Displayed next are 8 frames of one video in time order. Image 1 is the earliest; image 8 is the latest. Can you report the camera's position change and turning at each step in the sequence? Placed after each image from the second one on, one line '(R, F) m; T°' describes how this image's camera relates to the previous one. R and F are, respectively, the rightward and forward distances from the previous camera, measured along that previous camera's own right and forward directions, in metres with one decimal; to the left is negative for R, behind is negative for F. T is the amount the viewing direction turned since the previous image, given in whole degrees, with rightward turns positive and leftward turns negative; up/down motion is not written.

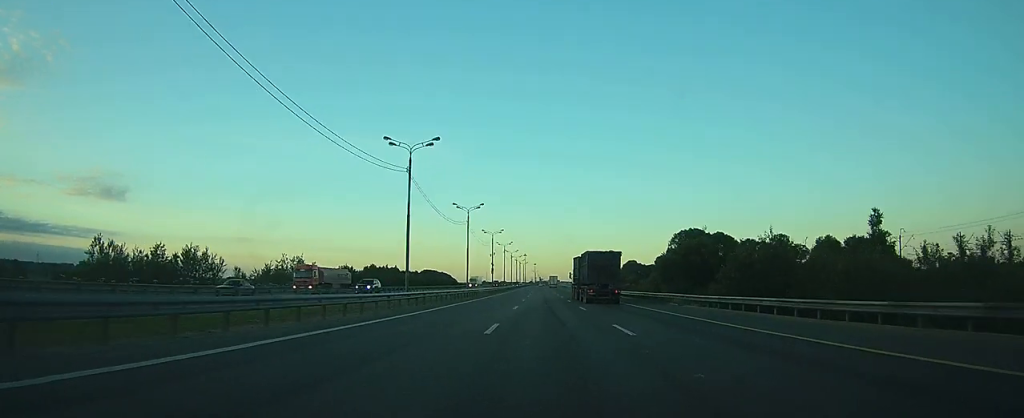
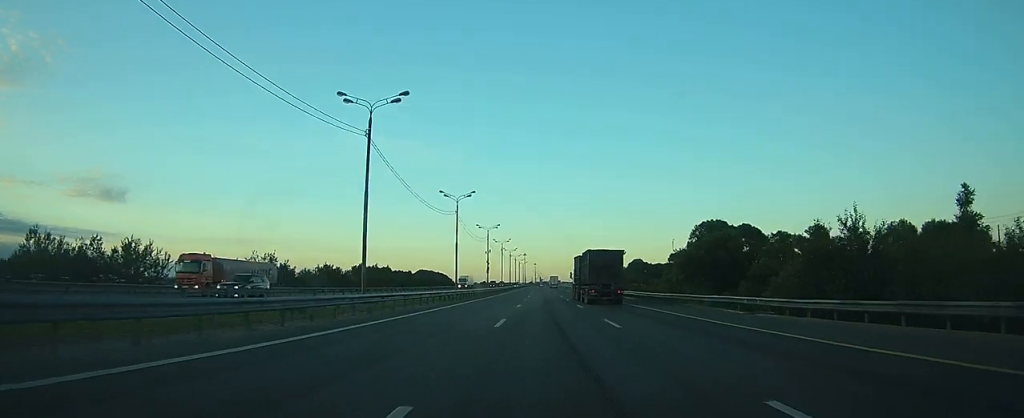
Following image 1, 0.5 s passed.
(0.0, +13.0) m; 0°
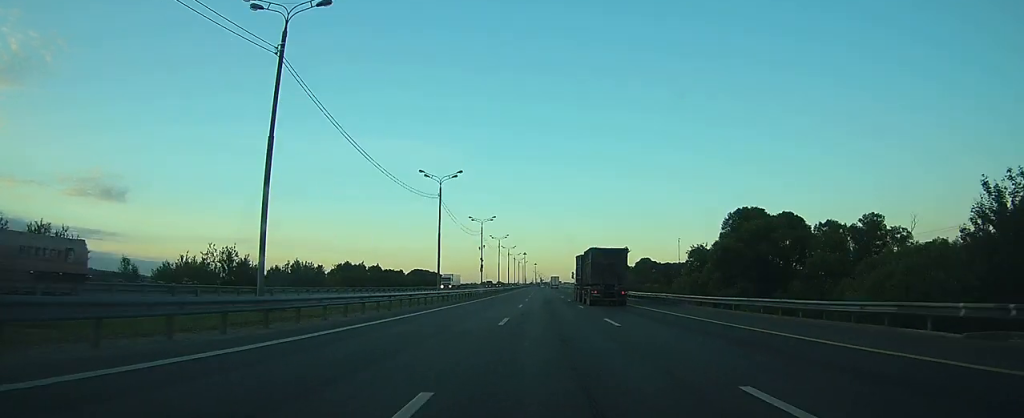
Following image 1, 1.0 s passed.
(0.0, +14.9) m; 0°
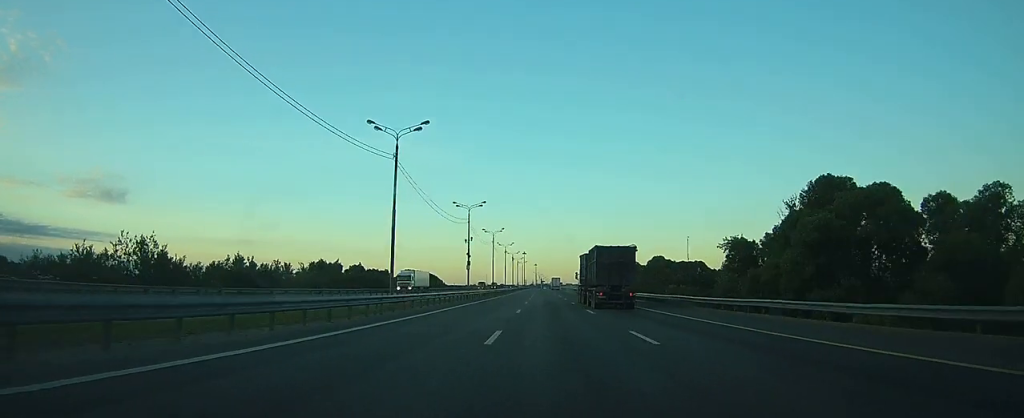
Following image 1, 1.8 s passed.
(0.0, +21.5) m; 0°
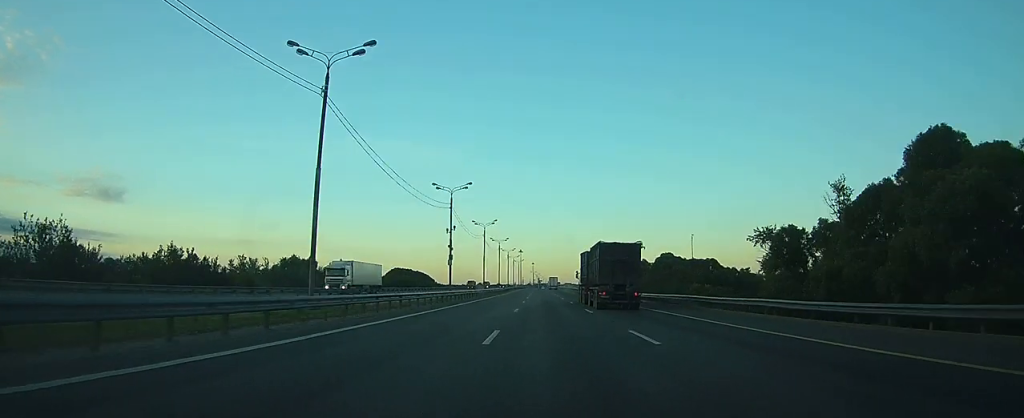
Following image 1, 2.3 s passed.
(+0.1, +16.0) m; 0°
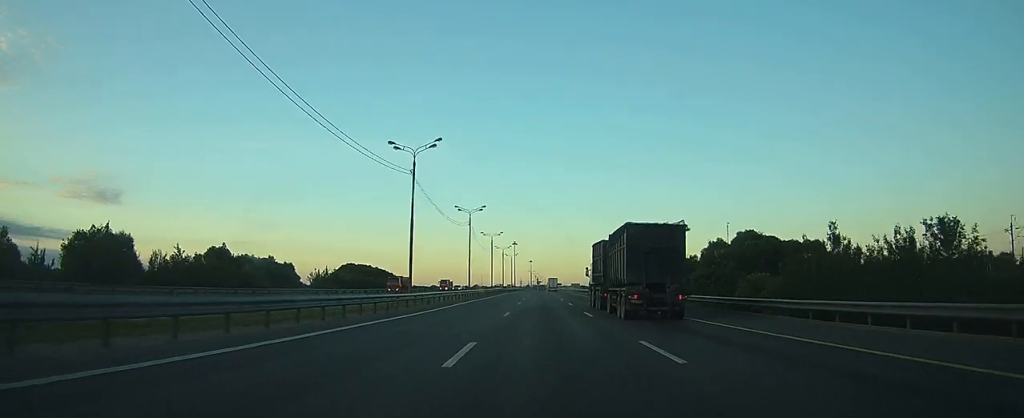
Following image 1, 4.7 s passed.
(0.0, +66.5) m; 0°
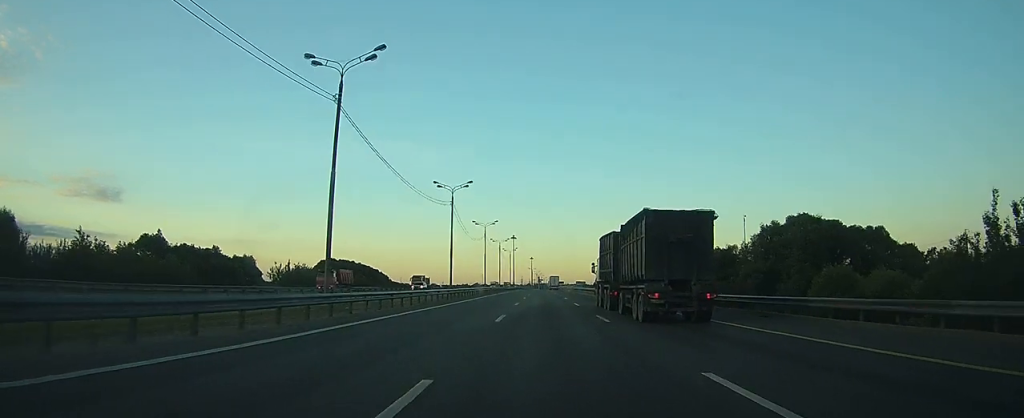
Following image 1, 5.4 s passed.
(0.0, +21.1) m; 0°
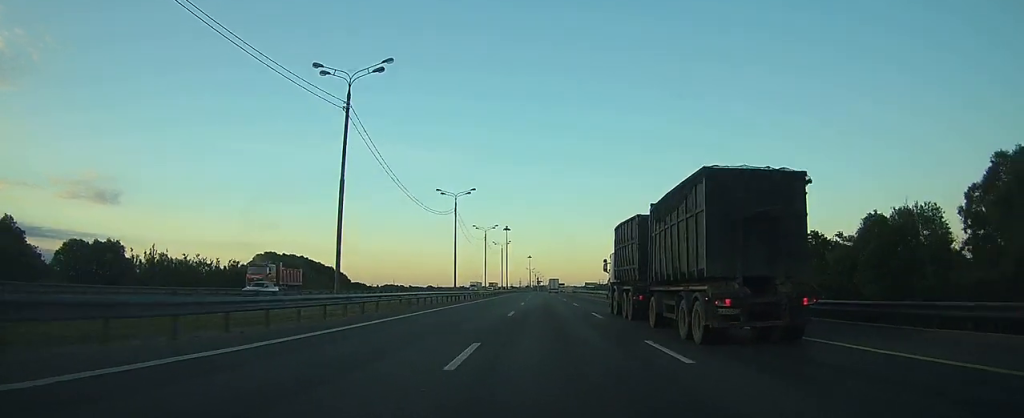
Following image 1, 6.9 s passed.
(+0.1, +42.3) m; 0°
